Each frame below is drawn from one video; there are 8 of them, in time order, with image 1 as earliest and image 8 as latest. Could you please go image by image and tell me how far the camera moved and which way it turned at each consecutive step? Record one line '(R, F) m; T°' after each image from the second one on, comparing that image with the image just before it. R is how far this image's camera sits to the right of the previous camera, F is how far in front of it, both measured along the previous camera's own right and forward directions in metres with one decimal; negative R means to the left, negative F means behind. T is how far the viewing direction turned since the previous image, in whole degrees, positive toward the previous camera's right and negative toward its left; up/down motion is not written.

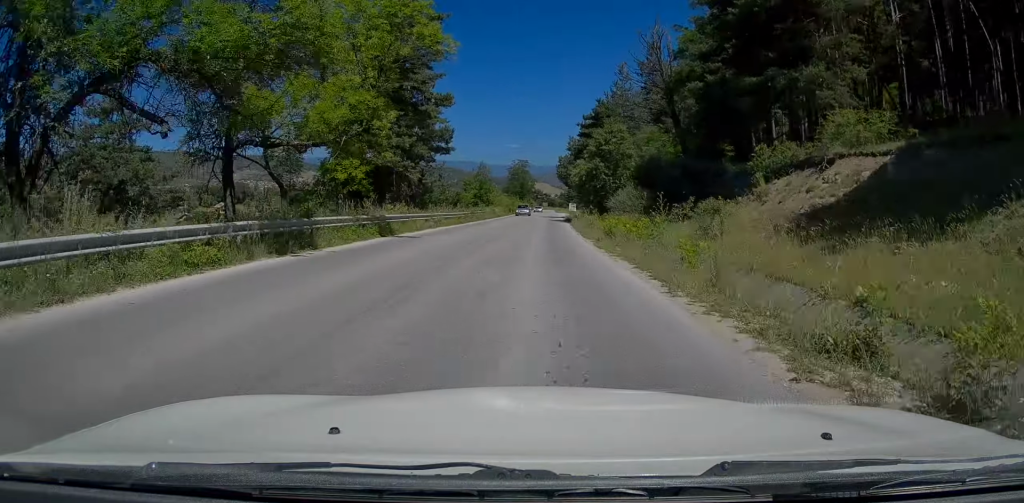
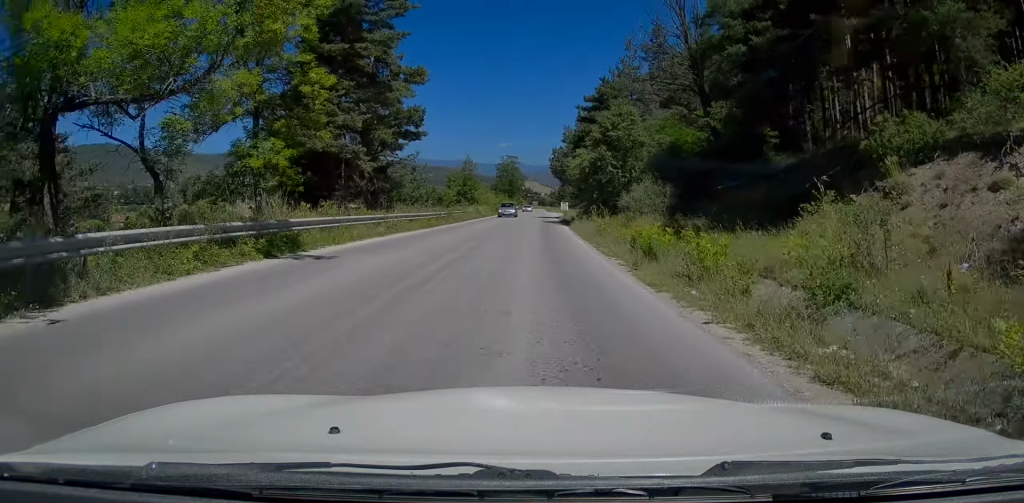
(+0.1, +8.6) m; +1°
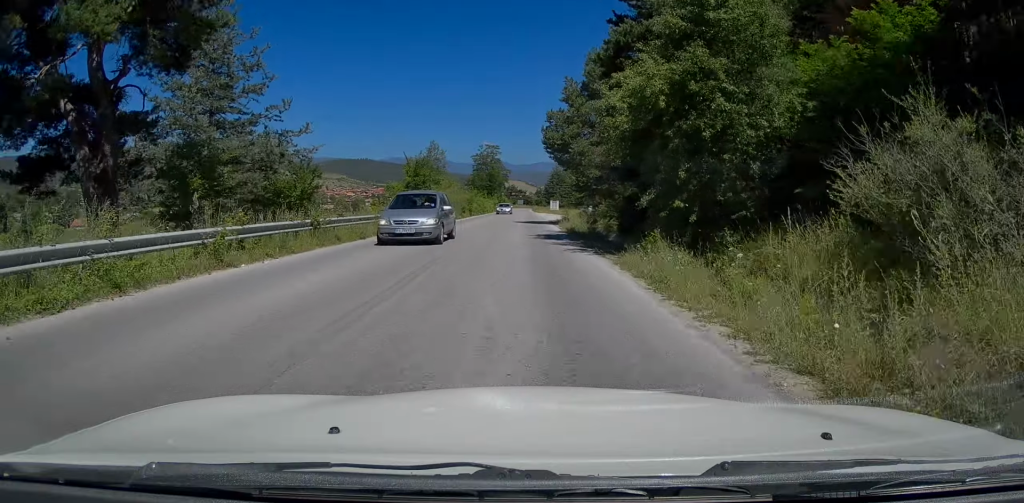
(+0.1, +23.1) m; 0°
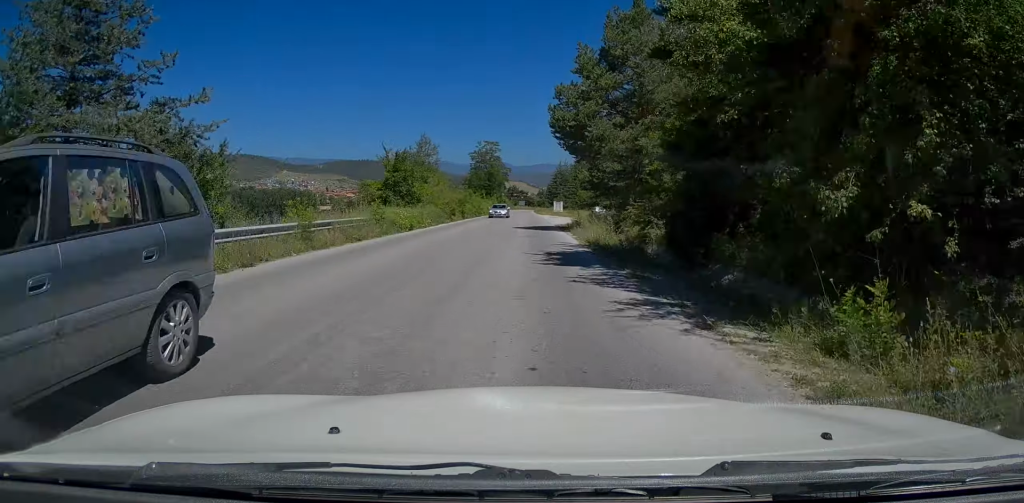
(-0.1, +8.5) m; 0°
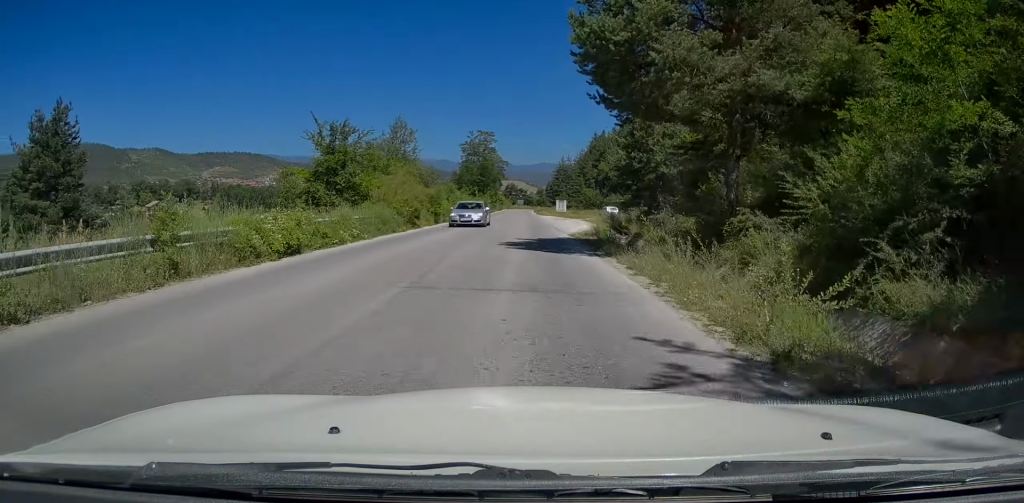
(0.0, +14.0) m; +2°
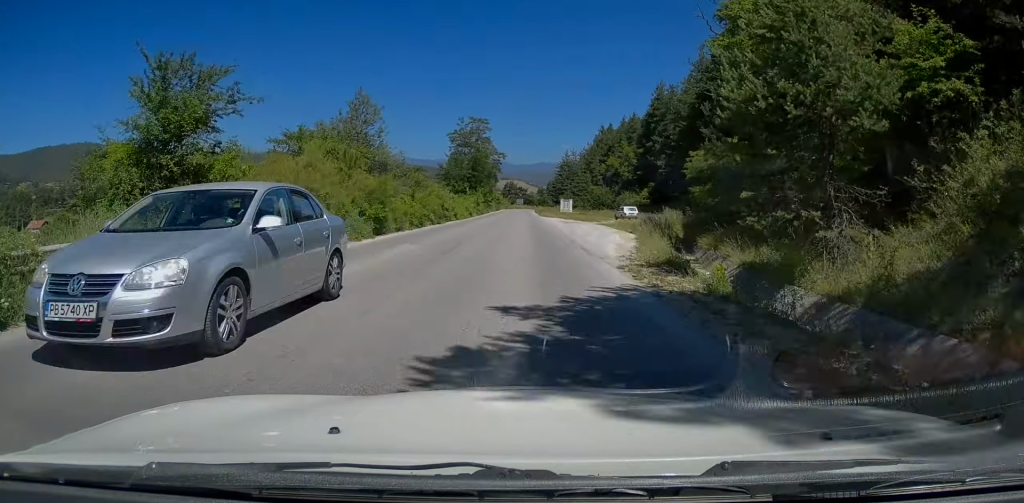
(+0.5, +14.1) m; +1°
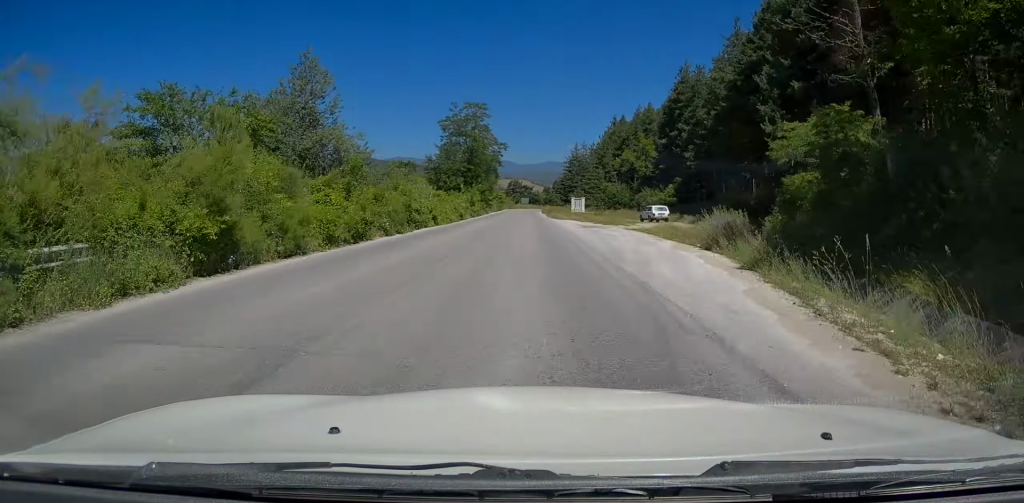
(+0.2, +12.4) m; 0°
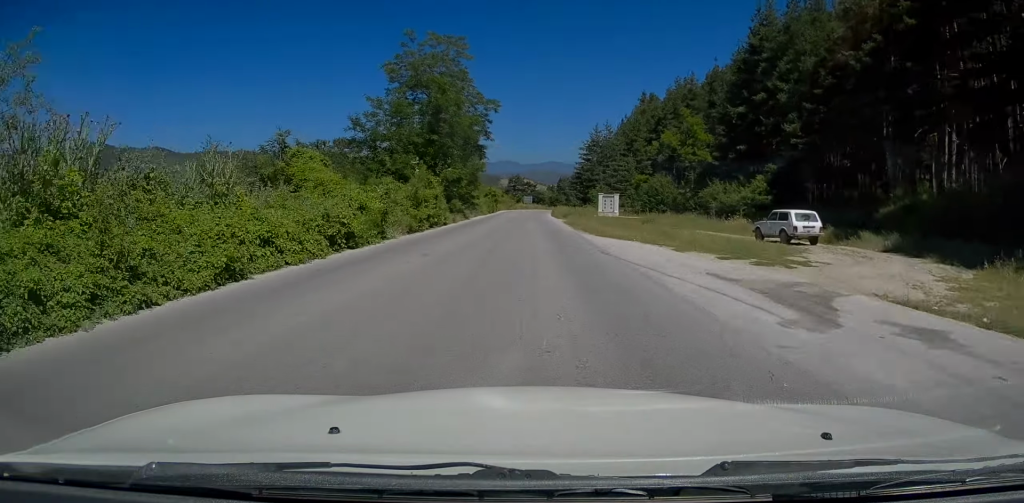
(-0.6, +28.3) m; -1°
